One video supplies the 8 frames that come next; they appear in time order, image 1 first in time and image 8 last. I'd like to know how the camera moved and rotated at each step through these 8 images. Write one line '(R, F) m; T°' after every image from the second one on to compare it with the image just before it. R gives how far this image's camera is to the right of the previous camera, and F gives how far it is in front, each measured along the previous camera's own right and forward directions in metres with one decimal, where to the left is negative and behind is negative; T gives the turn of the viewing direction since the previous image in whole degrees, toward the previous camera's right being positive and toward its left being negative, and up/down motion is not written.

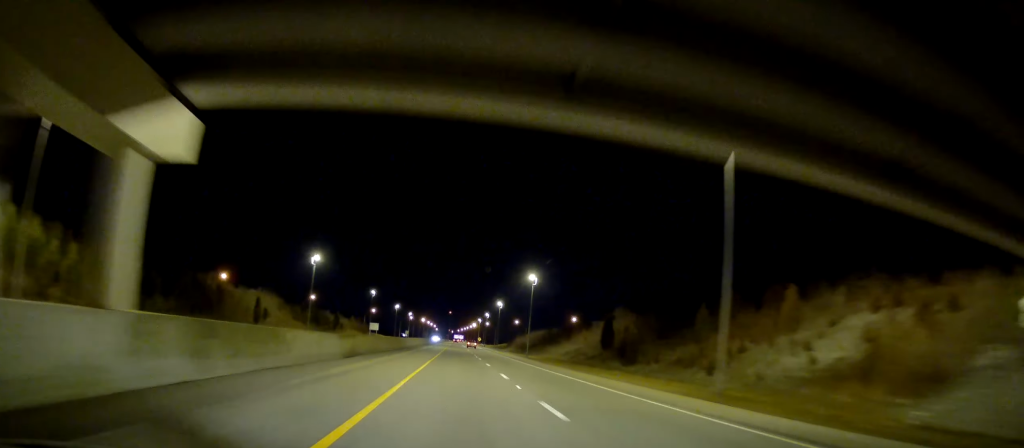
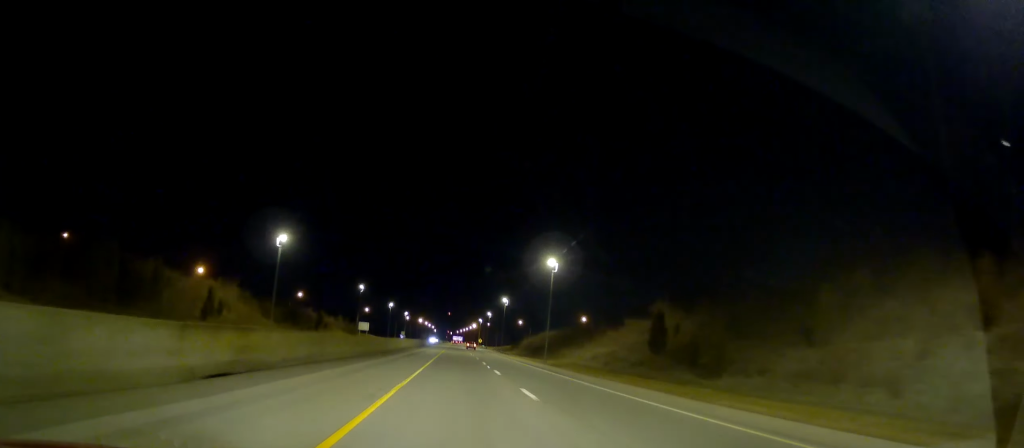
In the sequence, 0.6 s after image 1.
(+0.1, +19.6) m; 0°
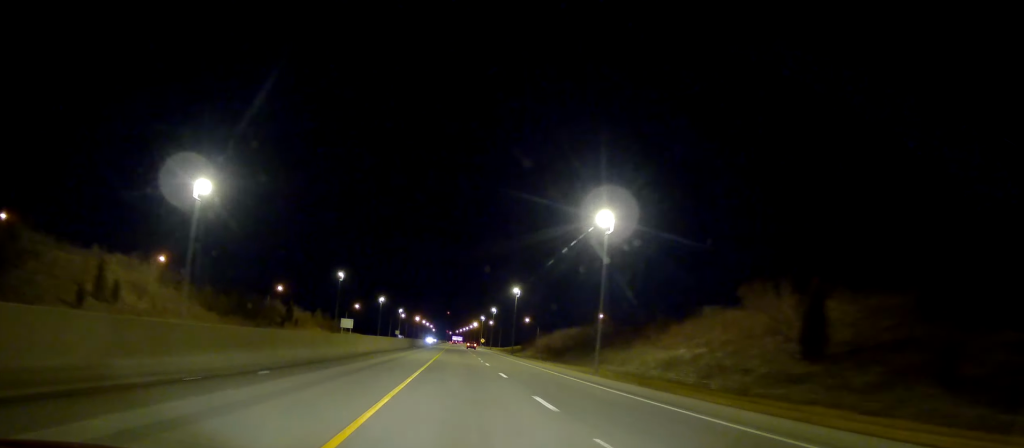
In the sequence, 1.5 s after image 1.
(+0.3, +26.8) m; +1°
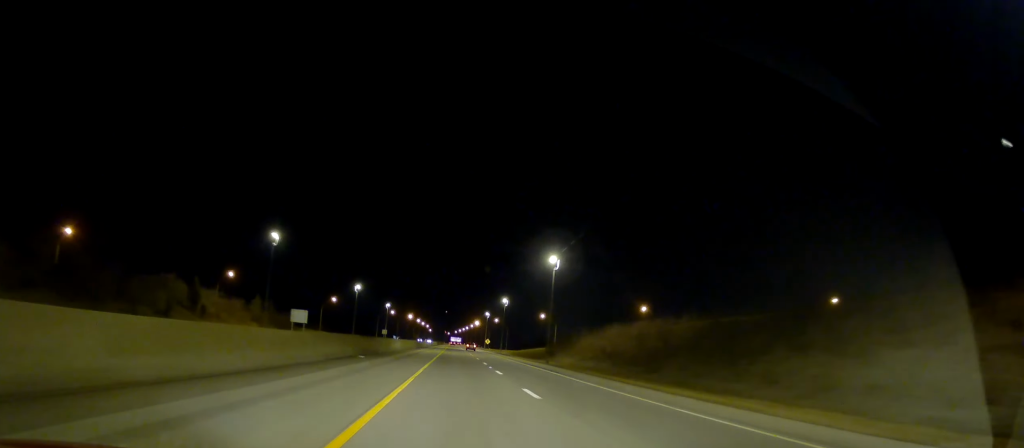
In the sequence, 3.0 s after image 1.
(0.0, +45.1) m; 0°
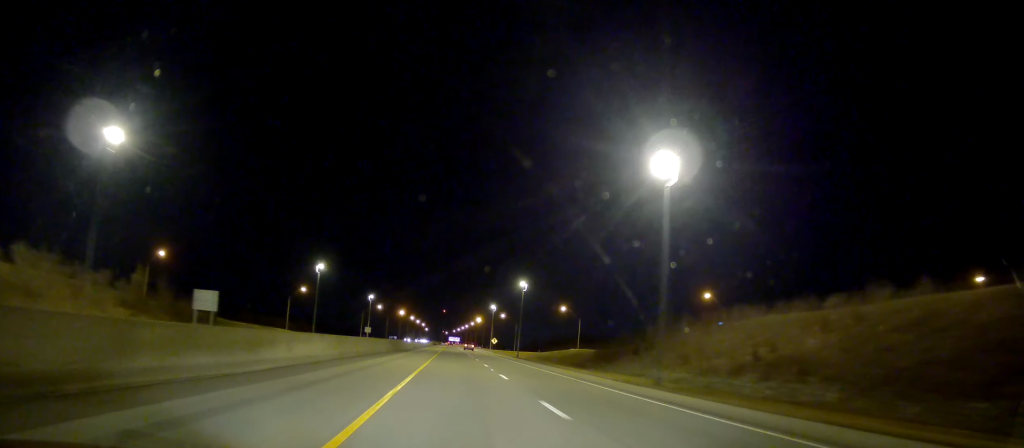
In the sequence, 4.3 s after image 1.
(+0.1, +40.6) m; 0°
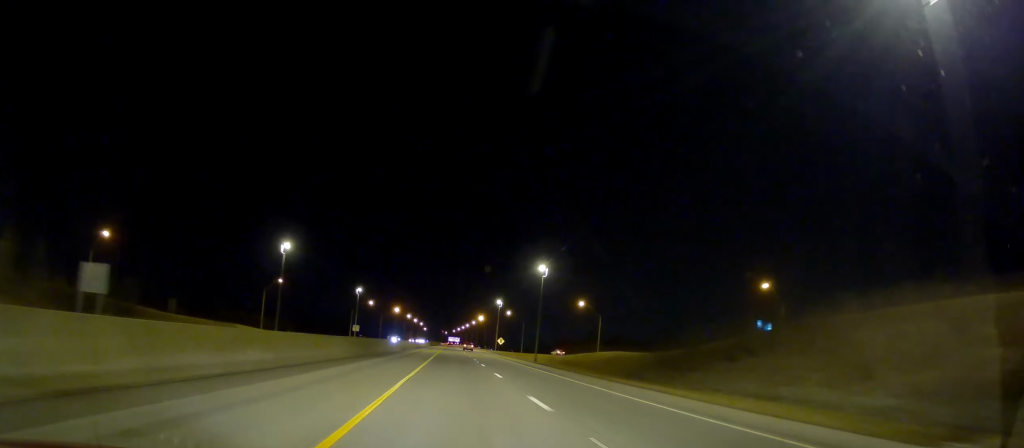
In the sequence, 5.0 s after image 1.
(-0.1, +22.3) m; 0°
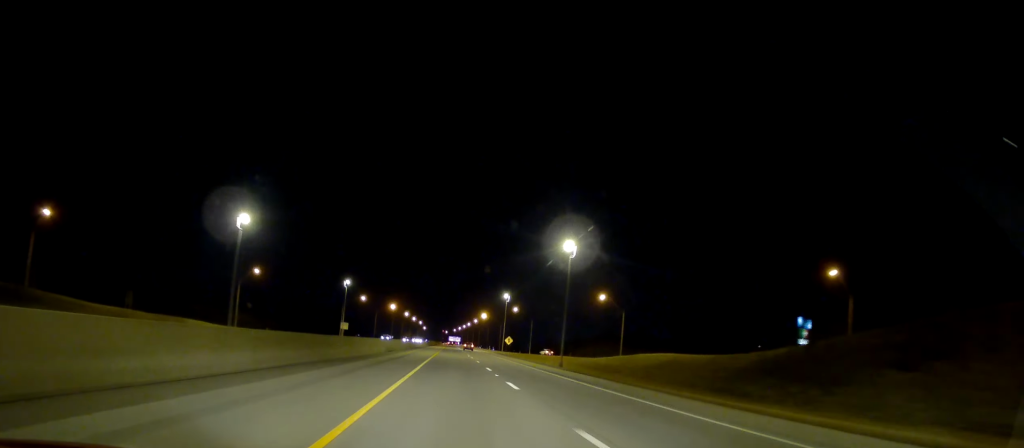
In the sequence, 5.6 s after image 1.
(0.0, +18.2) m; 0°
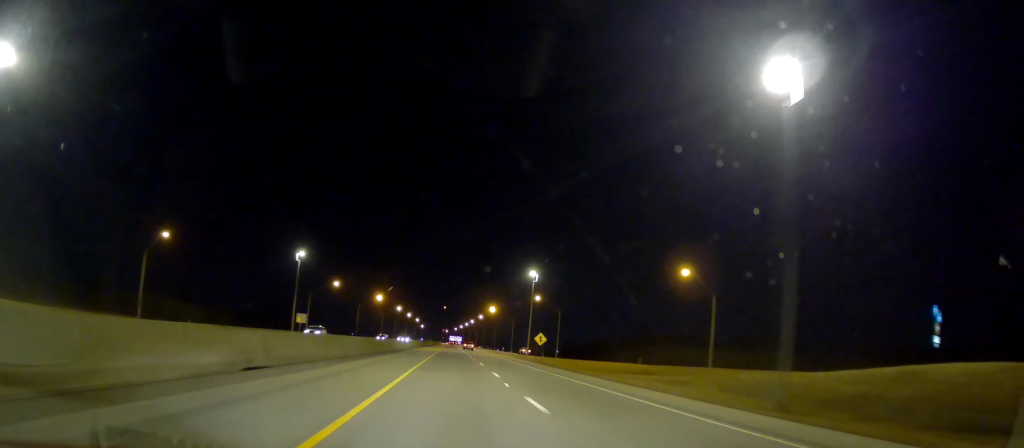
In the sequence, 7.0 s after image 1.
(0.0, +42.3) m; 0°
